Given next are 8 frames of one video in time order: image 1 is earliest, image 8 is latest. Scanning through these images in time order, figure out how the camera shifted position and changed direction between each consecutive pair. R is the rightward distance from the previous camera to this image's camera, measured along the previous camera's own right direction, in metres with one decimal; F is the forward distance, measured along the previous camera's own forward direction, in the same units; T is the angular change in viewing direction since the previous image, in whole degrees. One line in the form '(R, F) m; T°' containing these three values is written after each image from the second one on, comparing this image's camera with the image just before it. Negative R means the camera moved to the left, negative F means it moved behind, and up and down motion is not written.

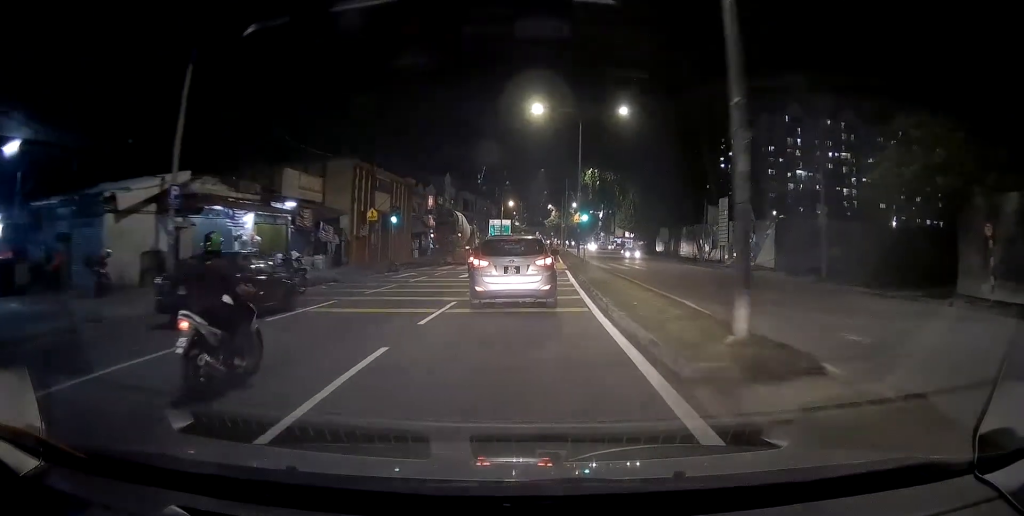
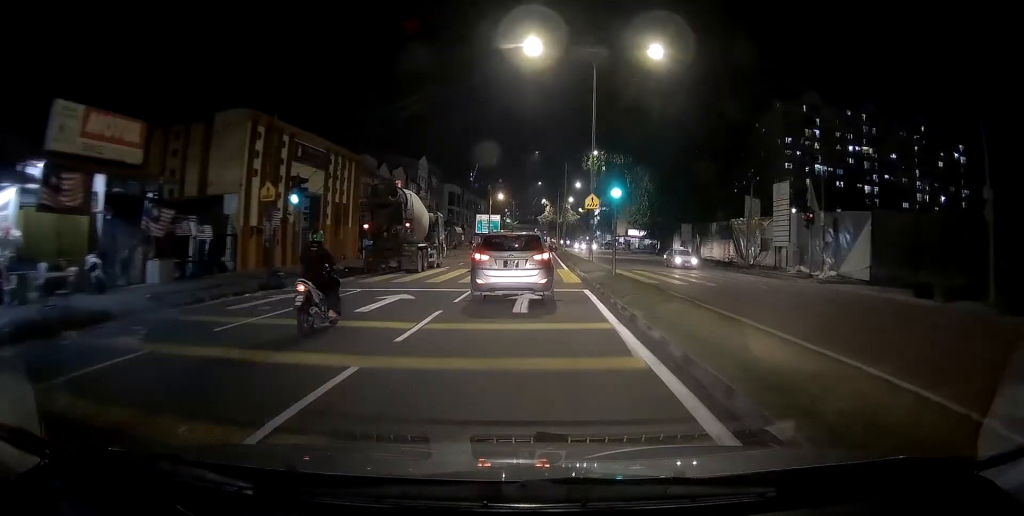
(+0.1, +15.1) m; 0°
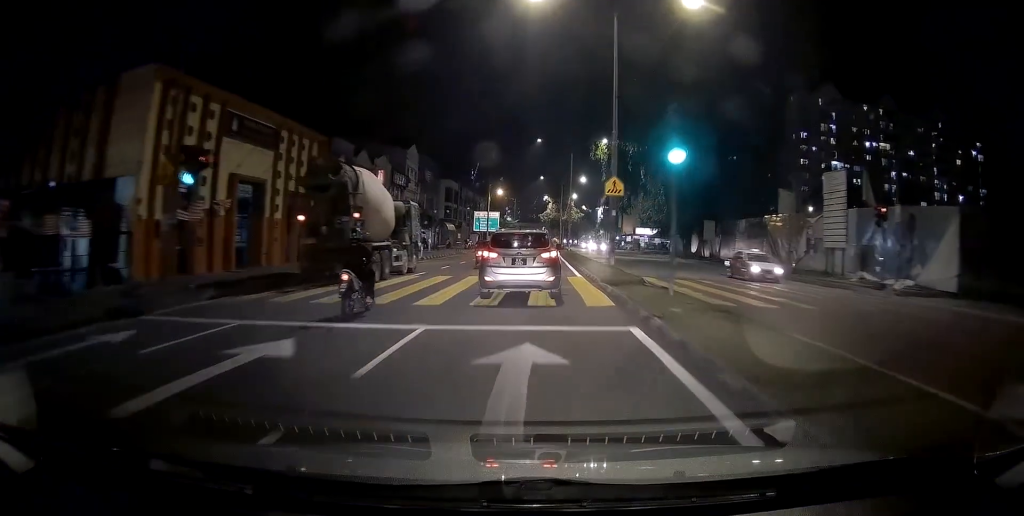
(0.0, +8.0) m; 0°
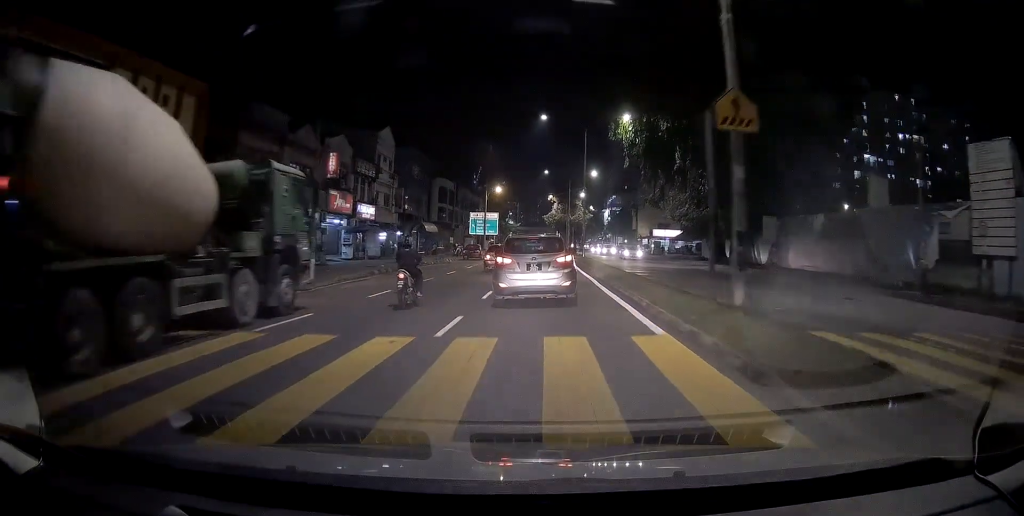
(0.0, +14.0) m; -2°
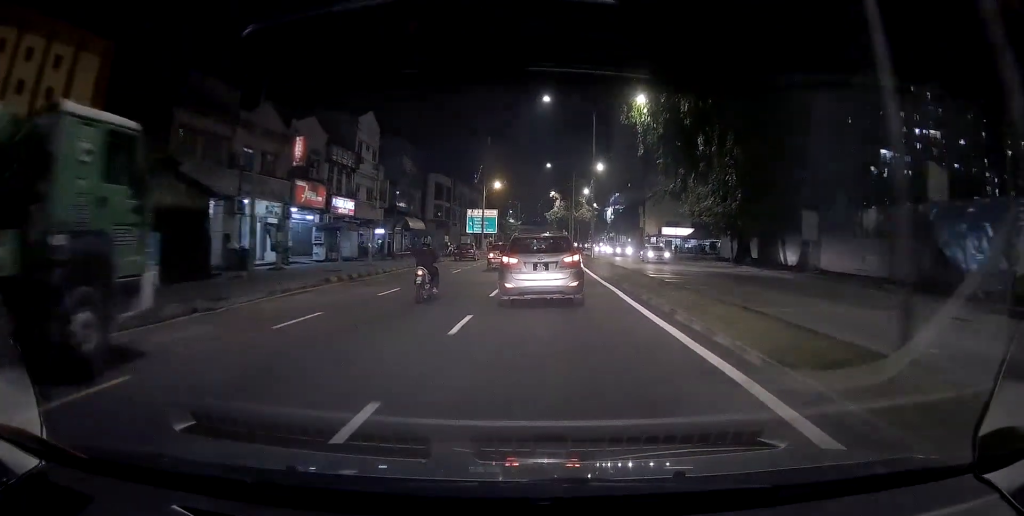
(+0.1, +6.3) m; -1°
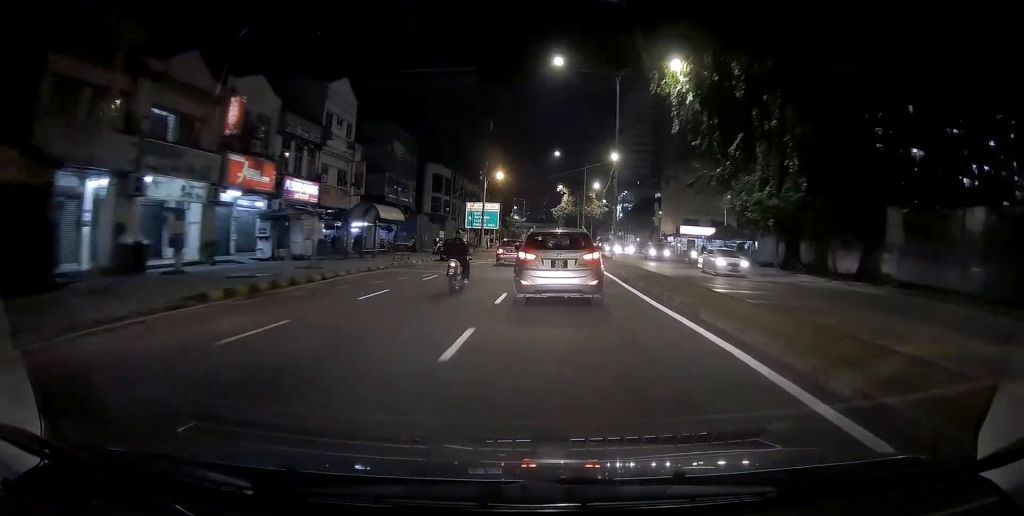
(-0.5, +9.1) m; 0°
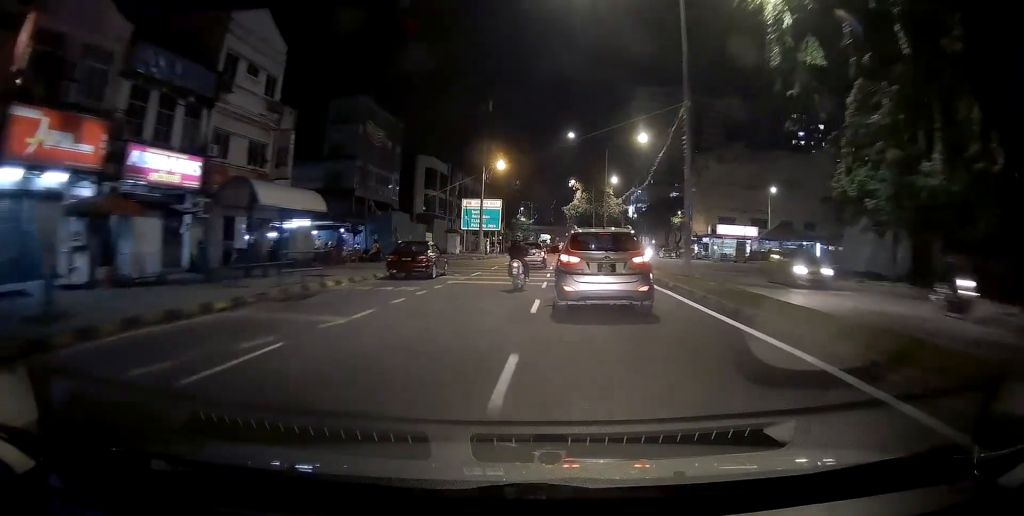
(+0.6, +14.6) m; +4°
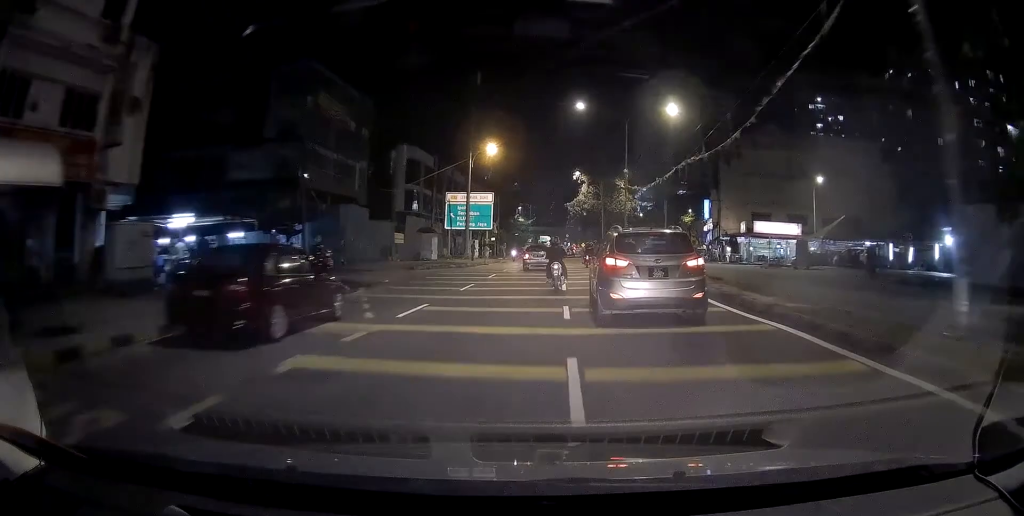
(+0.2, +13.2) m; +1°
